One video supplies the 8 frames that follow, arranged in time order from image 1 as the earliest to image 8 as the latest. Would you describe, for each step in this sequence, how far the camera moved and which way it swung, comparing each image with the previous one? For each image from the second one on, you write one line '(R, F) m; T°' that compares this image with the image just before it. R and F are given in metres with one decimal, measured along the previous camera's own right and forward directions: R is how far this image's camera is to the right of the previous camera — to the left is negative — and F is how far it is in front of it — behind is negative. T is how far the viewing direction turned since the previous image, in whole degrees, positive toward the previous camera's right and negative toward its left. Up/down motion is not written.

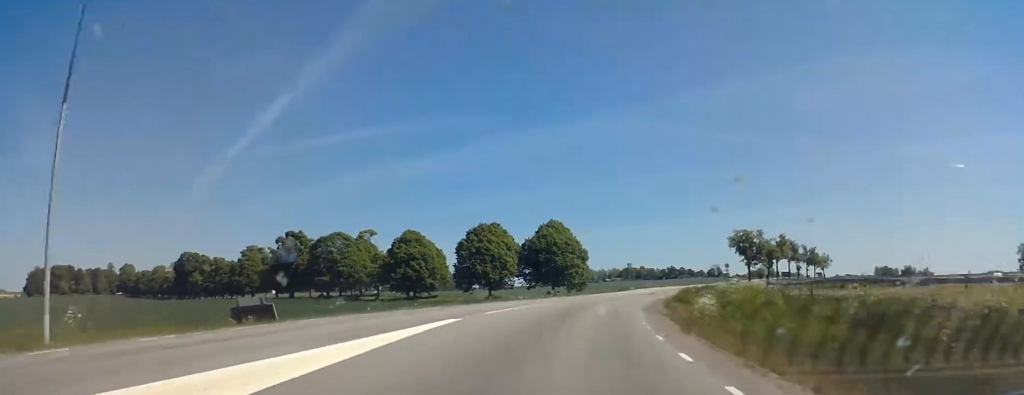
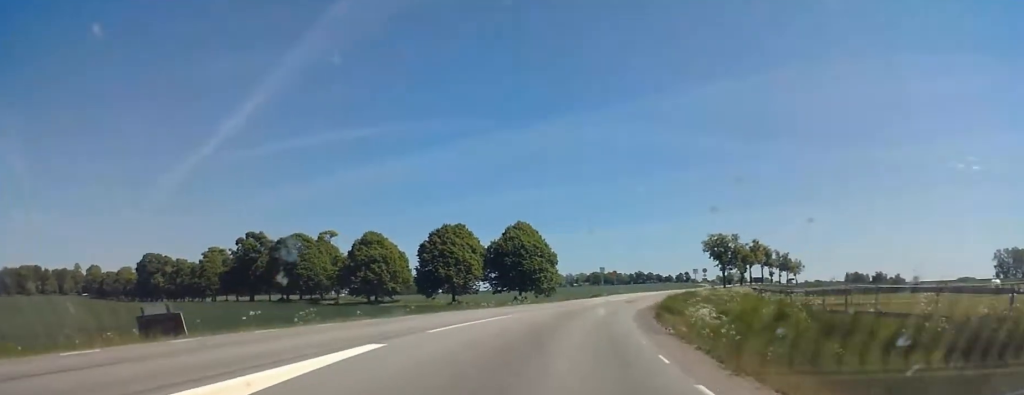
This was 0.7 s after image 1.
(+0.1, +5.5) m; +1°
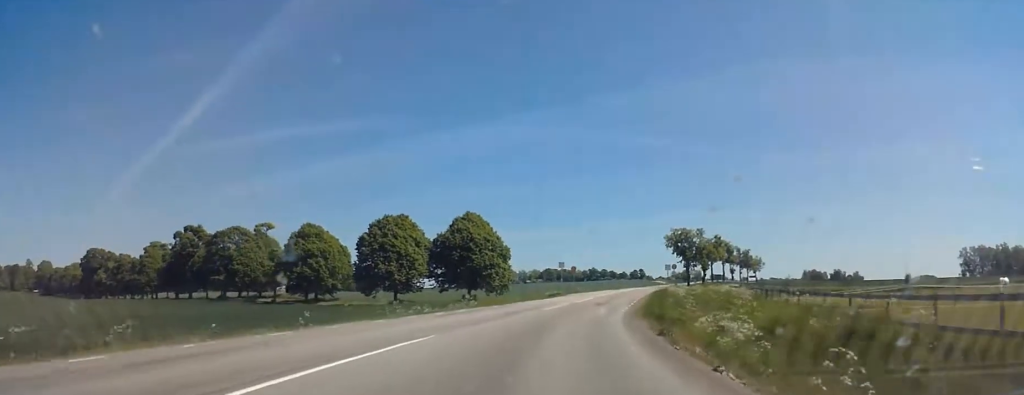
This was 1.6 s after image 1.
(0.0, +8.2) m; +2°
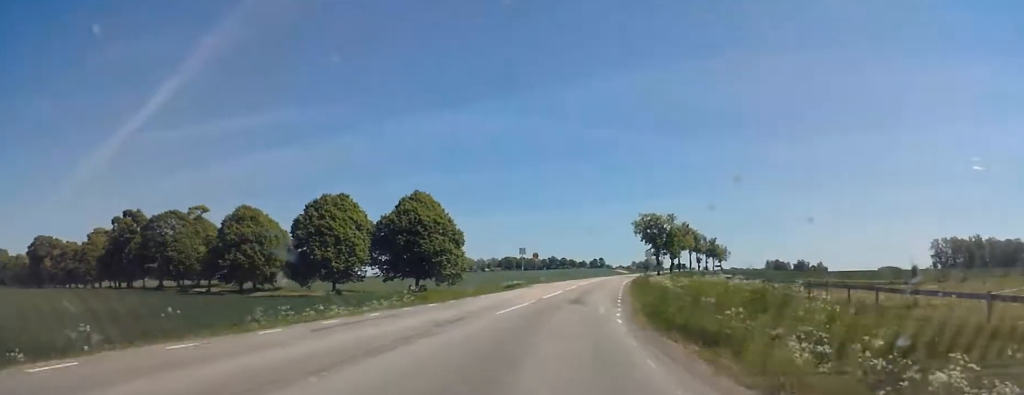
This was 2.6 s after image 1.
(+0.3, +9.2) m; +1°
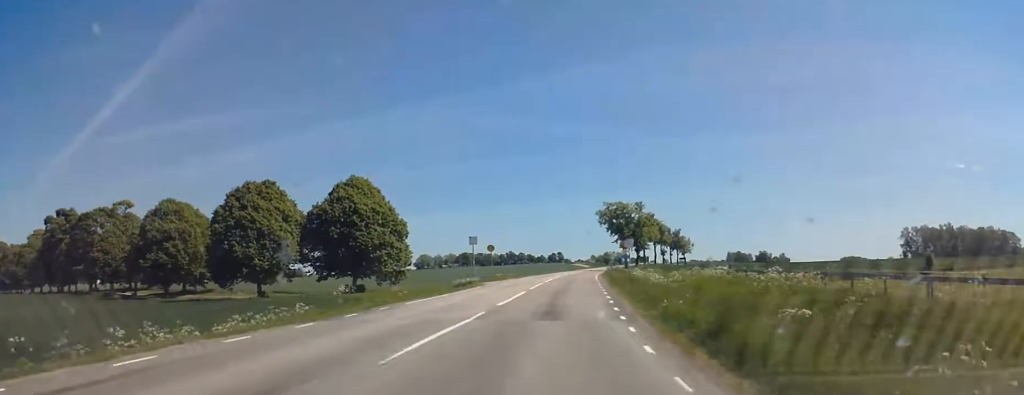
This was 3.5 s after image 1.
(-0.1, +9.9) m; -1°
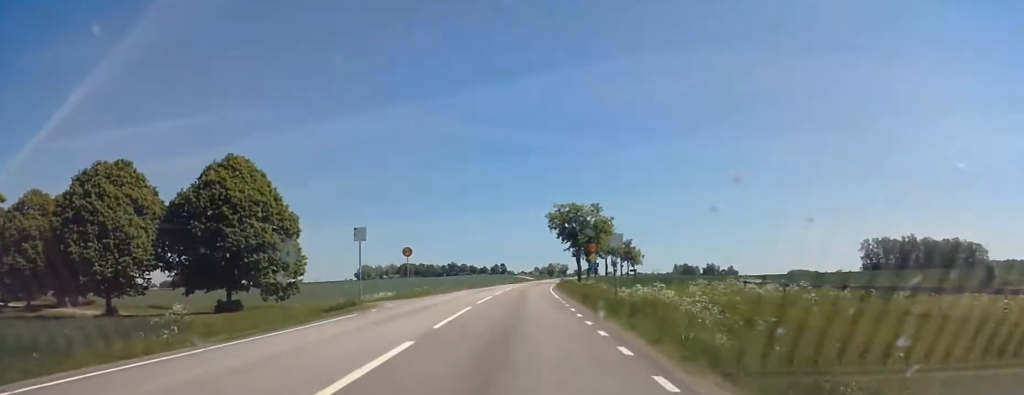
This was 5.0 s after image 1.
(+0.3, +17.0) m; +2°
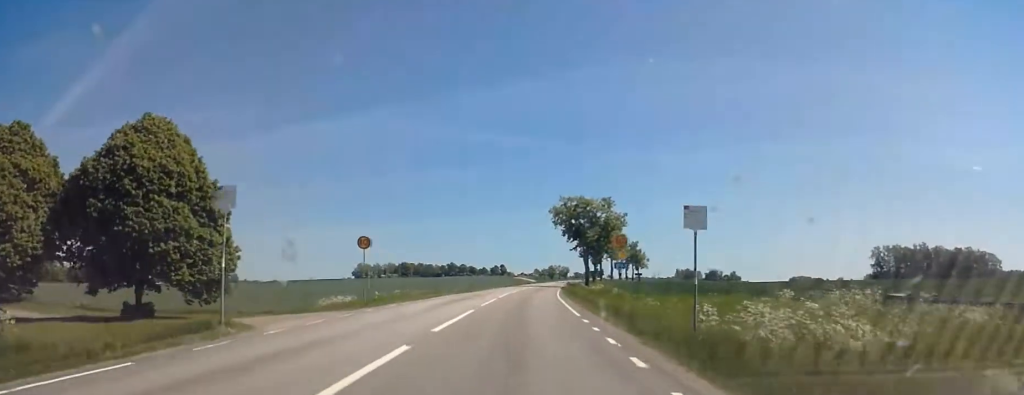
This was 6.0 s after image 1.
(+0.2, +12.1) m; 0°
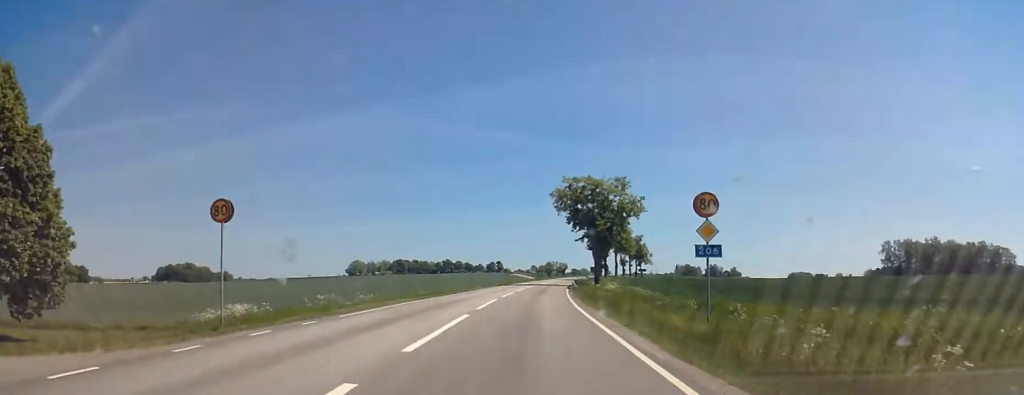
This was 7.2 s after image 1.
(-0.2, +15.2) m; 0°
